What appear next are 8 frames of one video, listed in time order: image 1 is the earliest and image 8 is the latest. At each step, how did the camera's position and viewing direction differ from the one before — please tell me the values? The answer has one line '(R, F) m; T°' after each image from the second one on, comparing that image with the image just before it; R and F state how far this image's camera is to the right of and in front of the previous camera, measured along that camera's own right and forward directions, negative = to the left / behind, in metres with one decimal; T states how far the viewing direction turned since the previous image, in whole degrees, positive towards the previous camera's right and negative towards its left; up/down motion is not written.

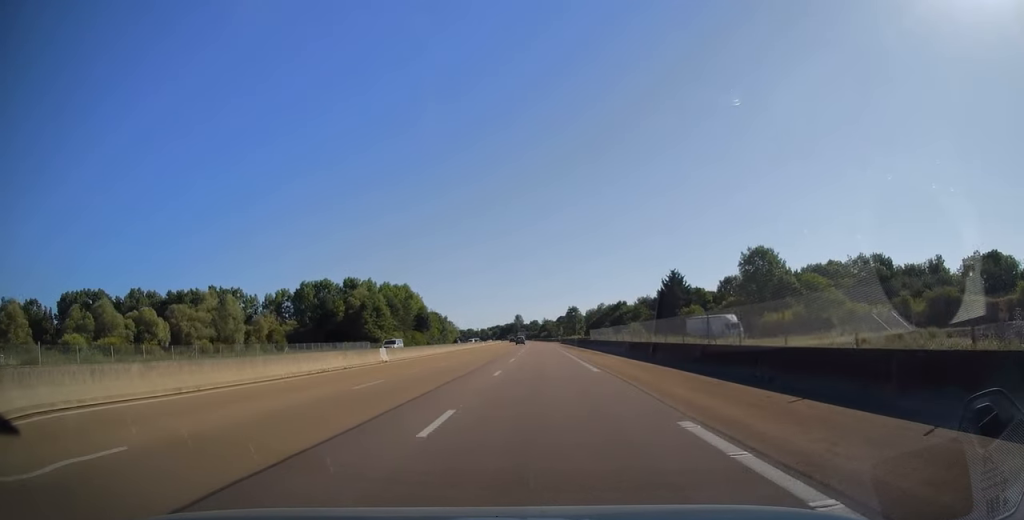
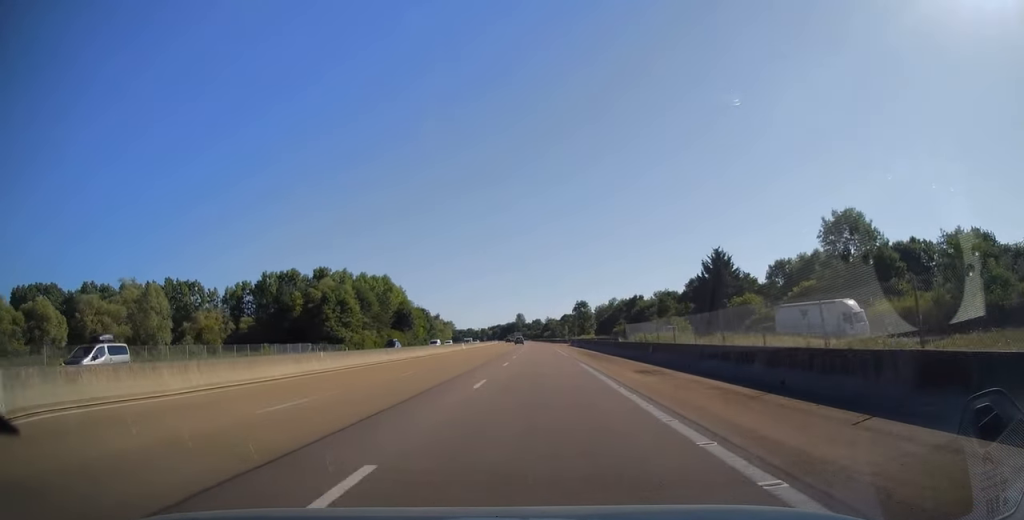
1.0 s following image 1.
(0.0, +30.9) m; 0°
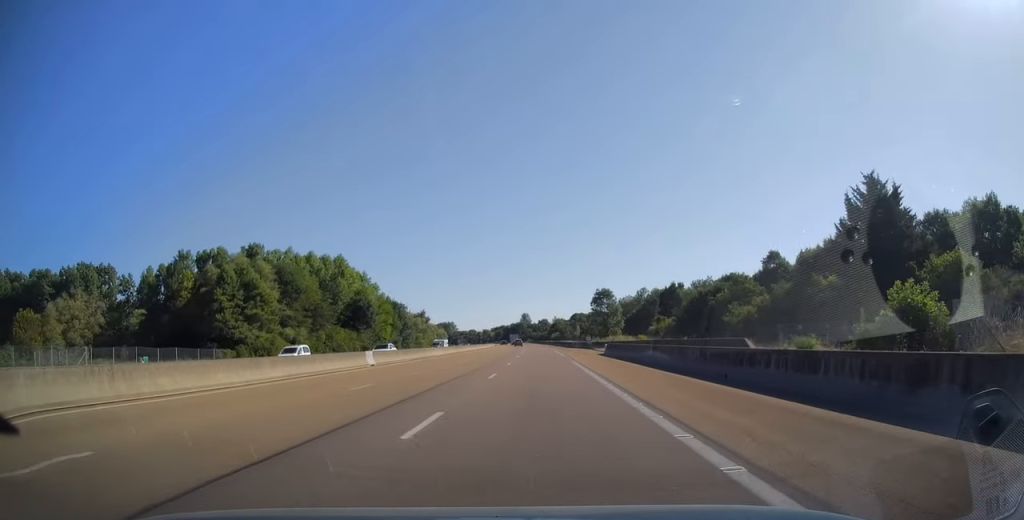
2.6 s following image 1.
(-0.3, +47.1) m; 0°
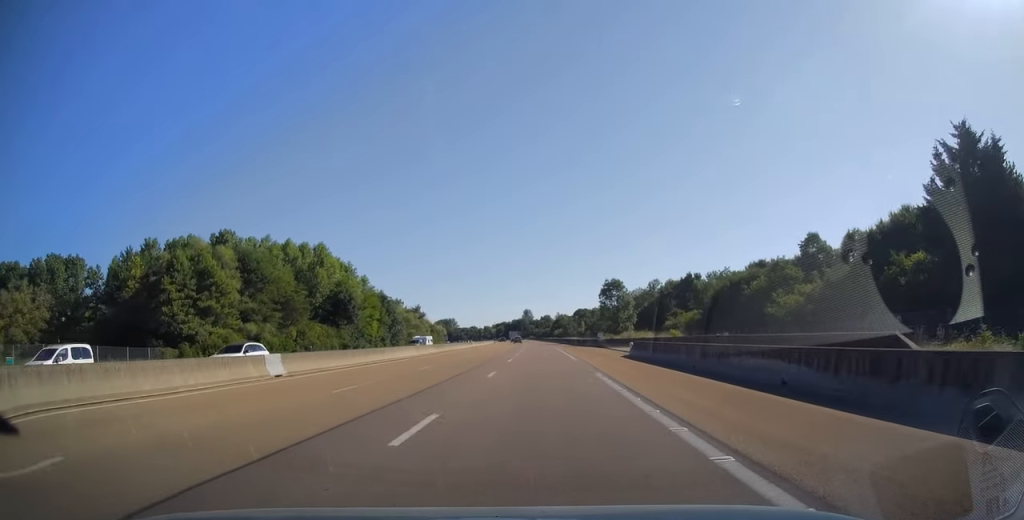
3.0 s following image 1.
(+0.1, +13.6) m; 0°
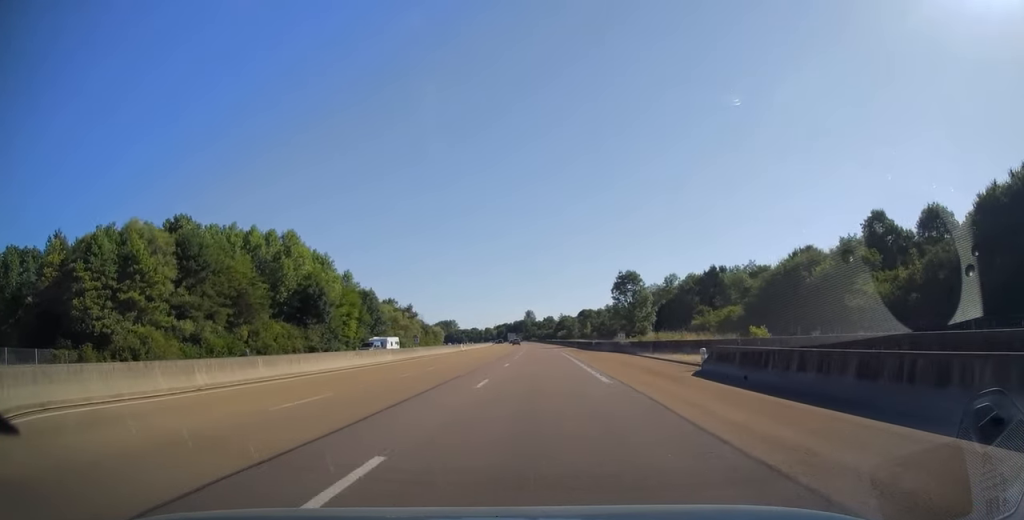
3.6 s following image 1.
(+0.1, +16.6) m; 0°
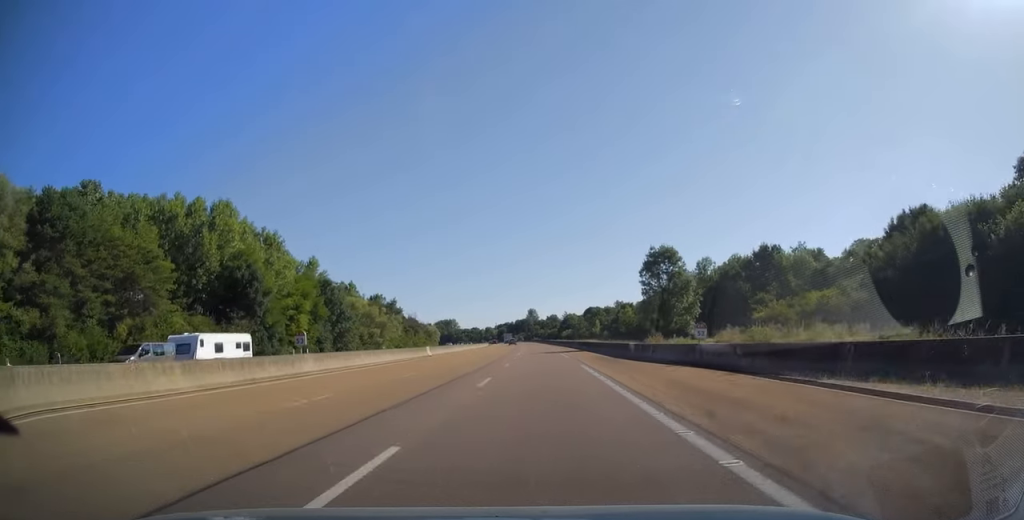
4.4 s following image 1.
(-0.4, +25.1) m; -1°
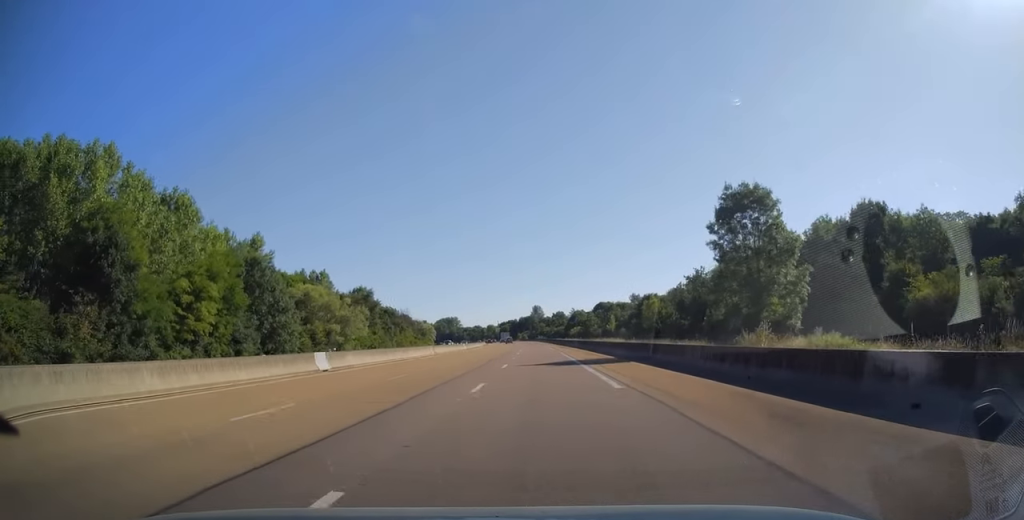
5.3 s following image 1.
(0.0, +28.2) m; -1°
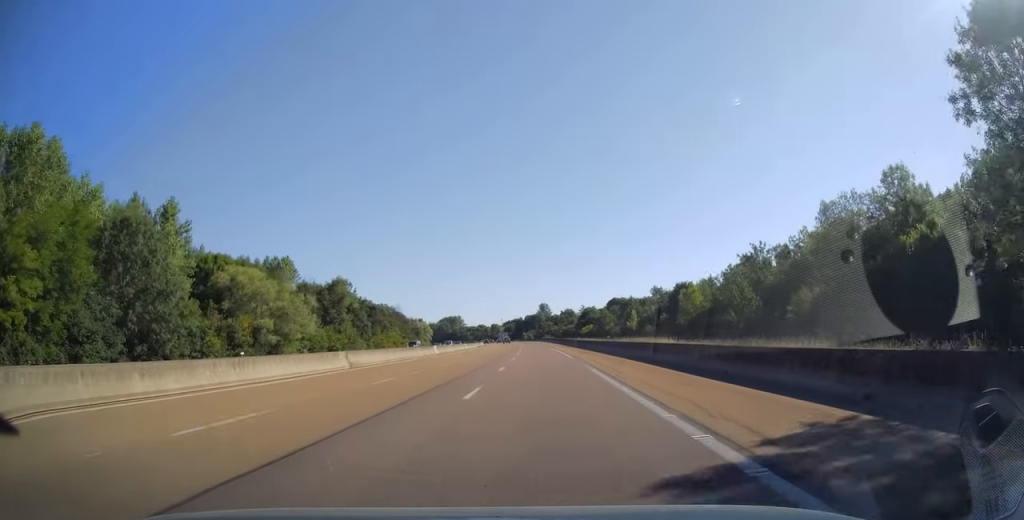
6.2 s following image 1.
(-0.3, +27.8) m; -1°
